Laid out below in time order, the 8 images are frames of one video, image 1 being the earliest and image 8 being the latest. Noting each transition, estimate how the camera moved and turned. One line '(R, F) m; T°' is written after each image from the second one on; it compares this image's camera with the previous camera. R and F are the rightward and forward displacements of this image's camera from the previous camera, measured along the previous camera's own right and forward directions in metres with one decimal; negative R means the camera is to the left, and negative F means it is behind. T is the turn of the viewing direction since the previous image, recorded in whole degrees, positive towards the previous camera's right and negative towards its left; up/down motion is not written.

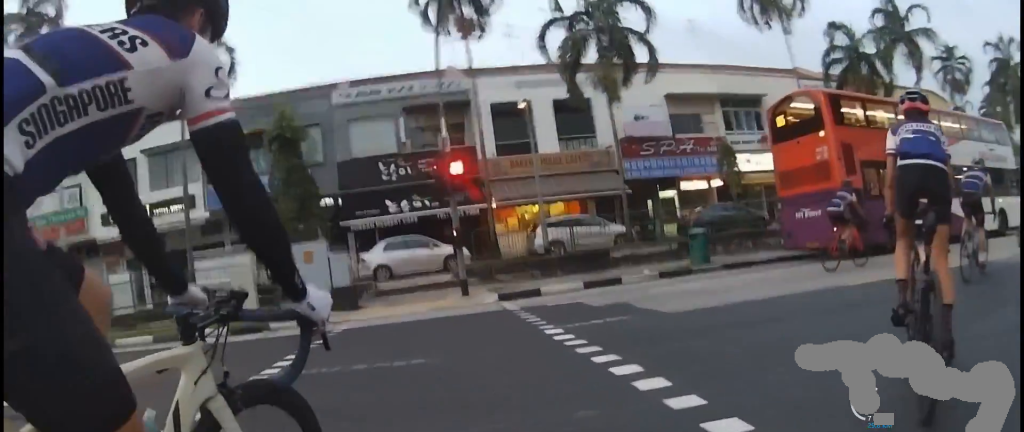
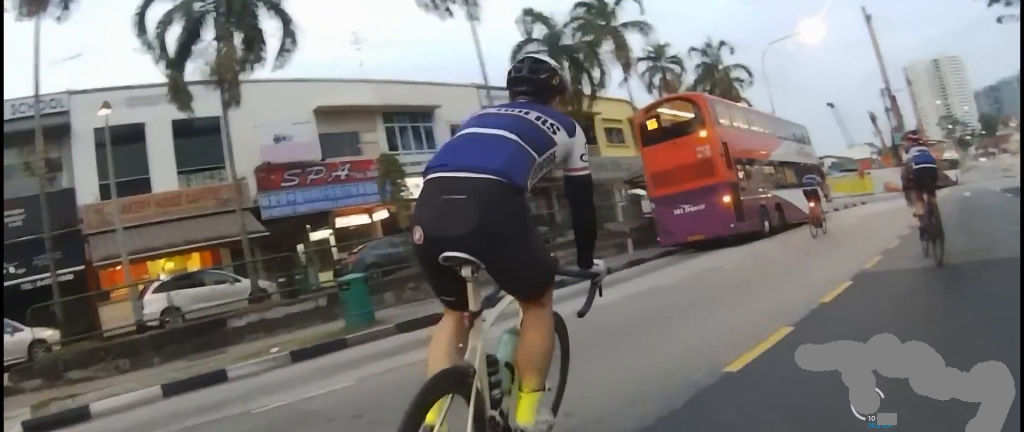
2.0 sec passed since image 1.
(+2.1, +5.8) m; +36°
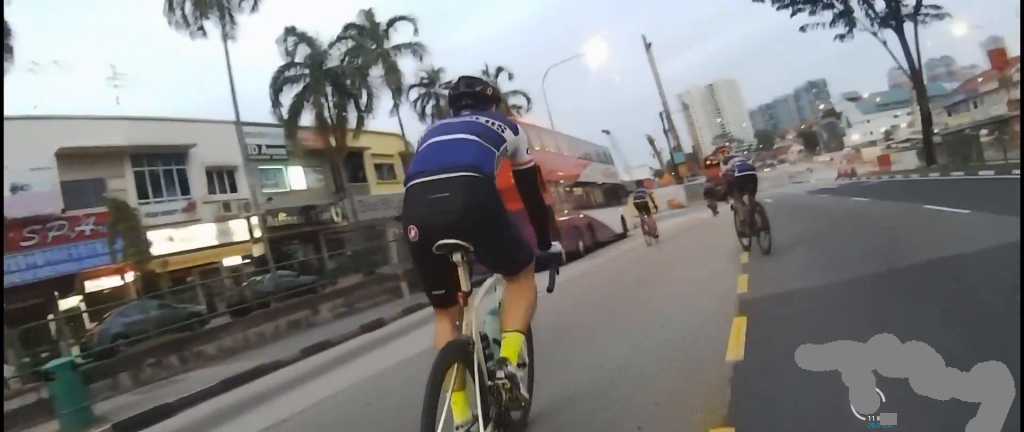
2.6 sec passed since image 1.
(+0.5, +2.5) m; +2°
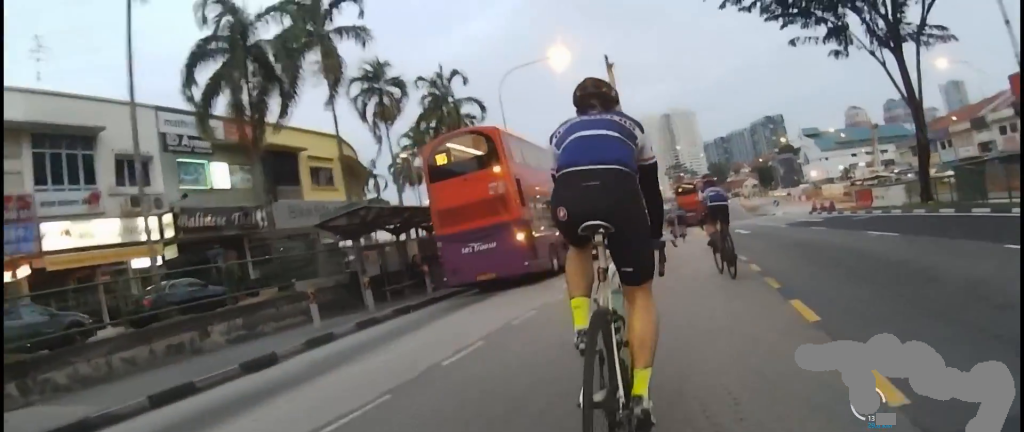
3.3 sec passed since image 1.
(-0.1, +3.3) m; +2°
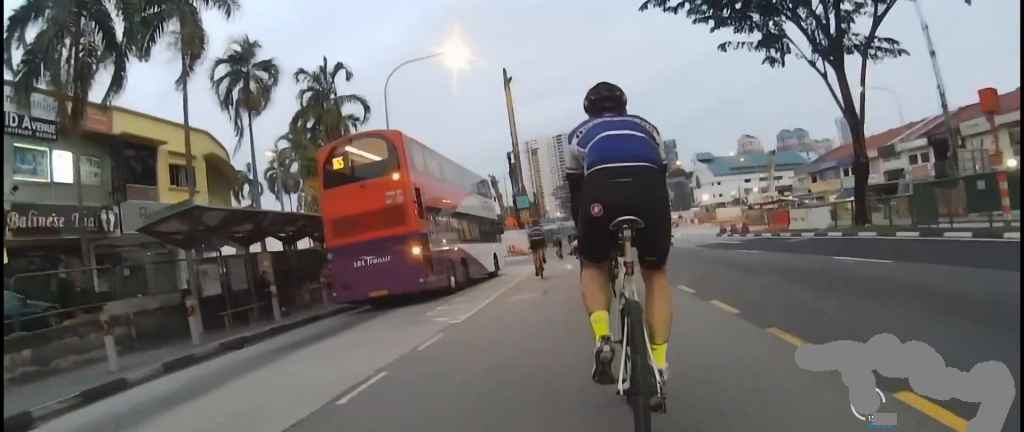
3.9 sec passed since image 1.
(-0.2, +3.3) m; +4°
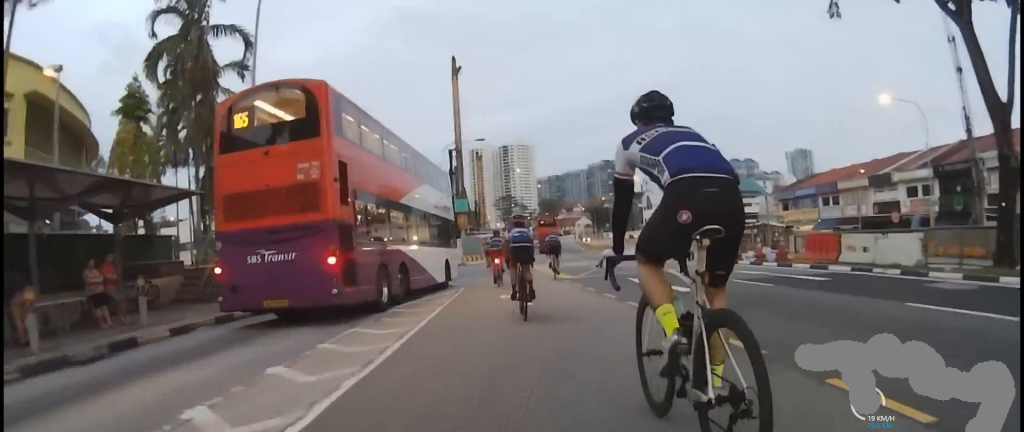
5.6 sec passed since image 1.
(+2.7, +9.4) m; +9°
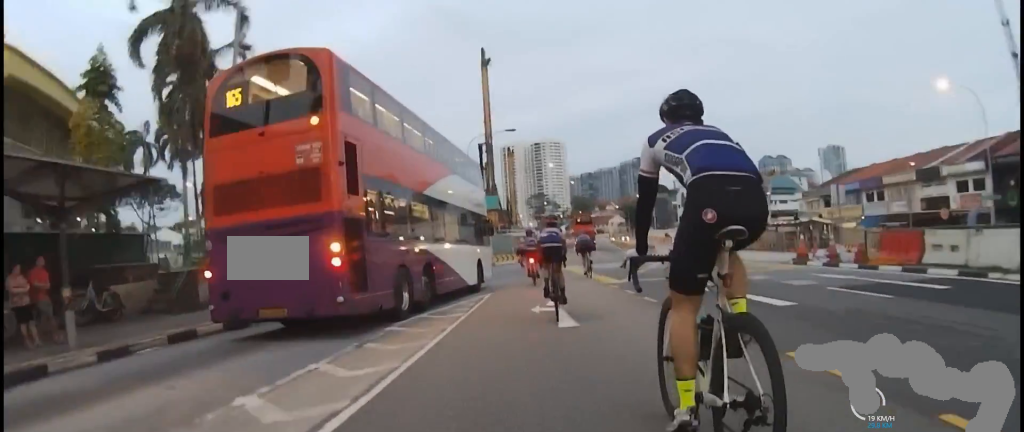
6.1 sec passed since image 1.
(-0.4, +3.0) m; -5°
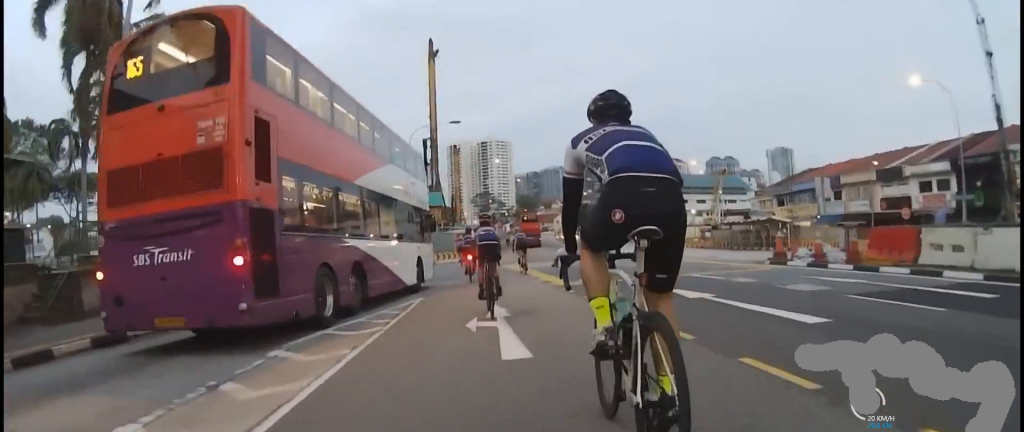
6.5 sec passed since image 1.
(-0.6, +2.4) m; -4°
